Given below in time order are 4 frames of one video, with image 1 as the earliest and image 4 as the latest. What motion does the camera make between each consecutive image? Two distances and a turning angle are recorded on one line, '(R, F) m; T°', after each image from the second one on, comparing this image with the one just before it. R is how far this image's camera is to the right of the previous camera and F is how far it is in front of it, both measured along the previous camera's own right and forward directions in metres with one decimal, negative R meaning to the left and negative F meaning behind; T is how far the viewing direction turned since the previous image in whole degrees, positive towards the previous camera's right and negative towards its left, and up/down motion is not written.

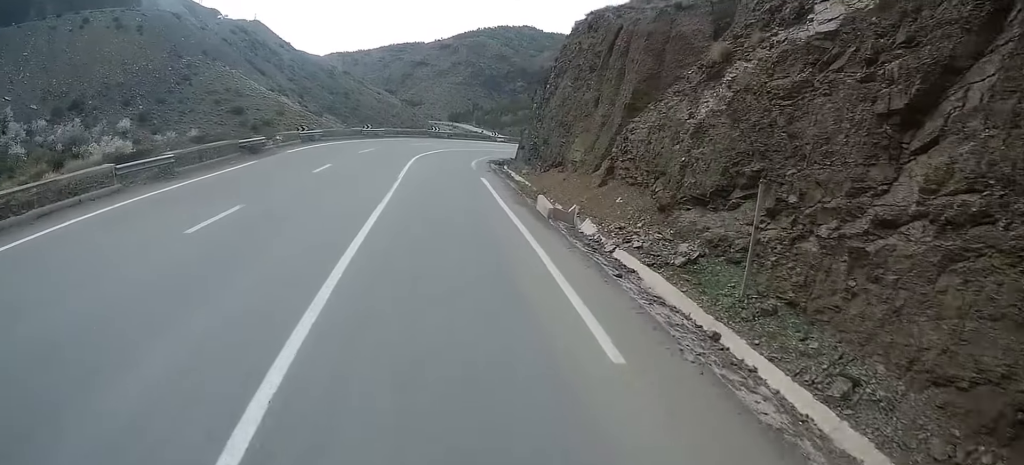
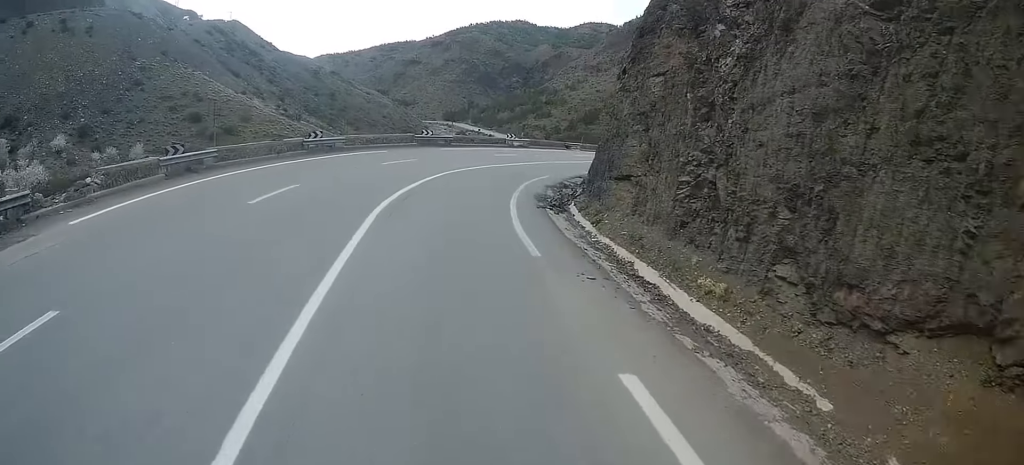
(+0.8, +21.6) m; +3°
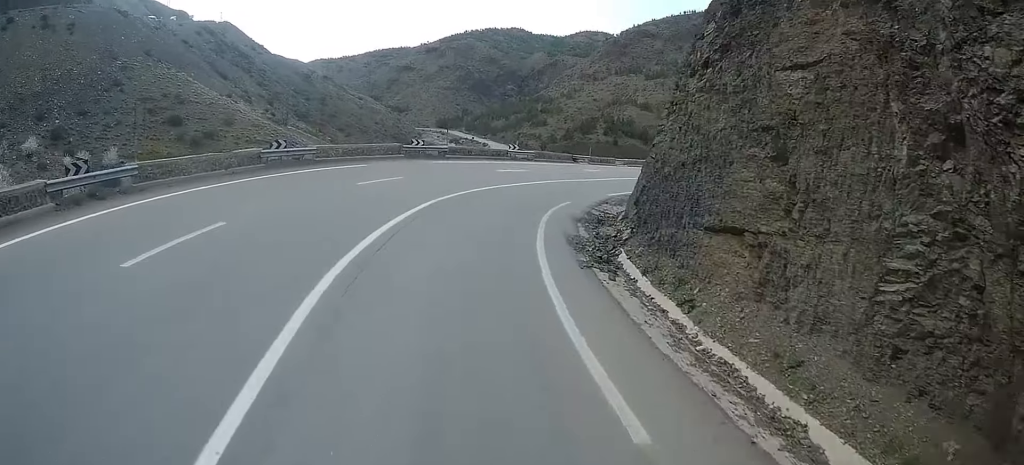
(+0.1, +6.6) m; +3°
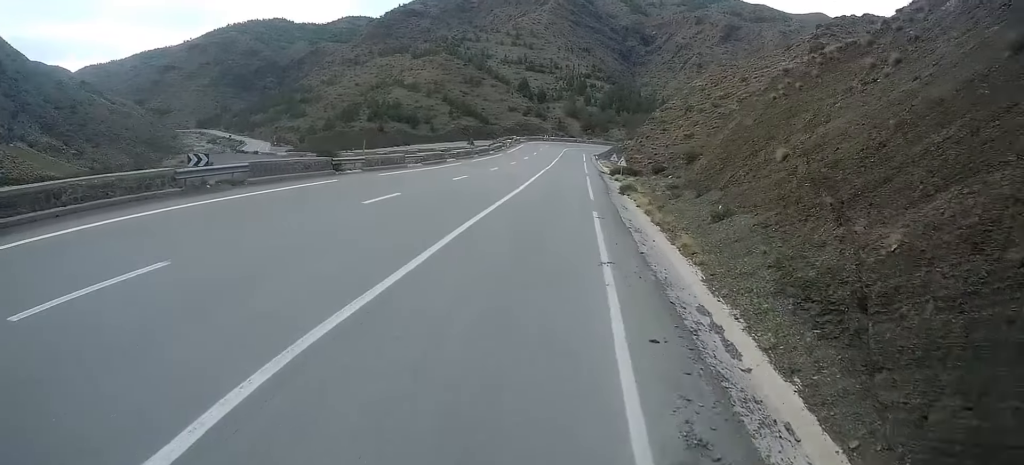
(+4.0, +27.1) m; +21°
